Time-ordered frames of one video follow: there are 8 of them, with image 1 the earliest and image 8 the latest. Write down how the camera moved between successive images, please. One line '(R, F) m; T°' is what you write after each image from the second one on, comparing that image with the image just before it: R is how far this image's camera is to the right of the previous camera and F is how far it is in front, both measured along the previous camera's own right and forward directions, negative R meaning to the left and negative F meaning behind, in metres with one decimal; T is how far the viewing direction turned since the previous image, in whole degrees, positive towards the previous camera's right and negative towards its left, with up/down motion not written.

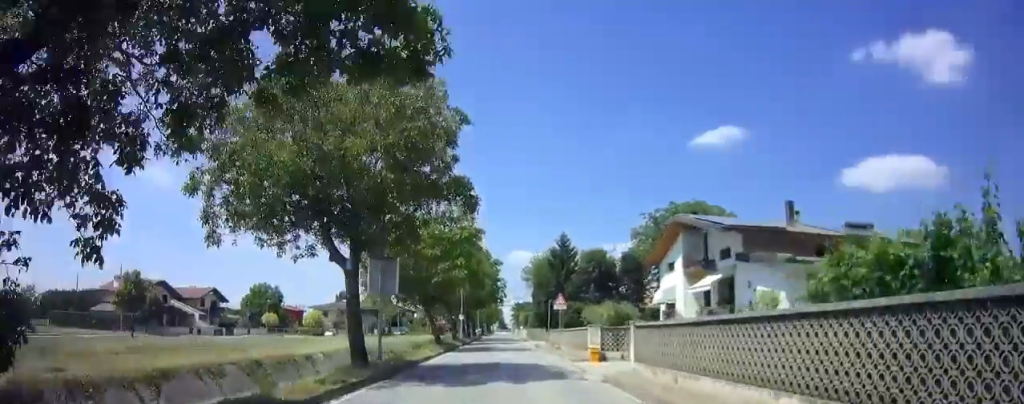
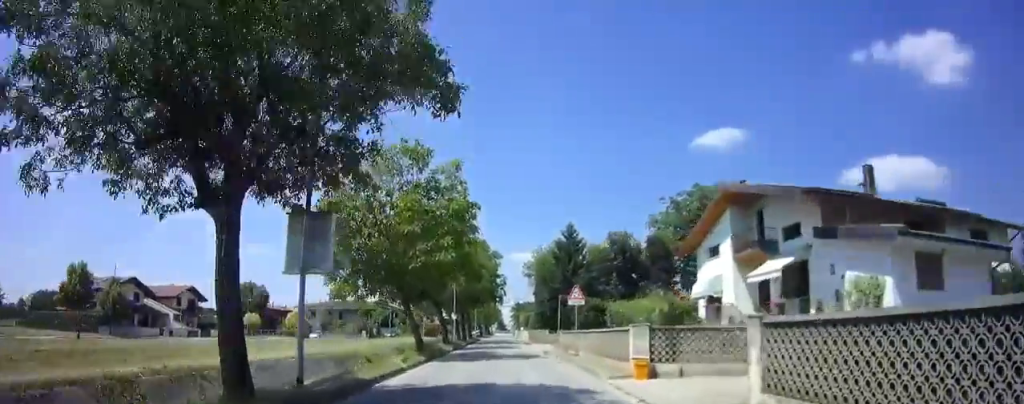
(-0.1, +6.9) m; 0°
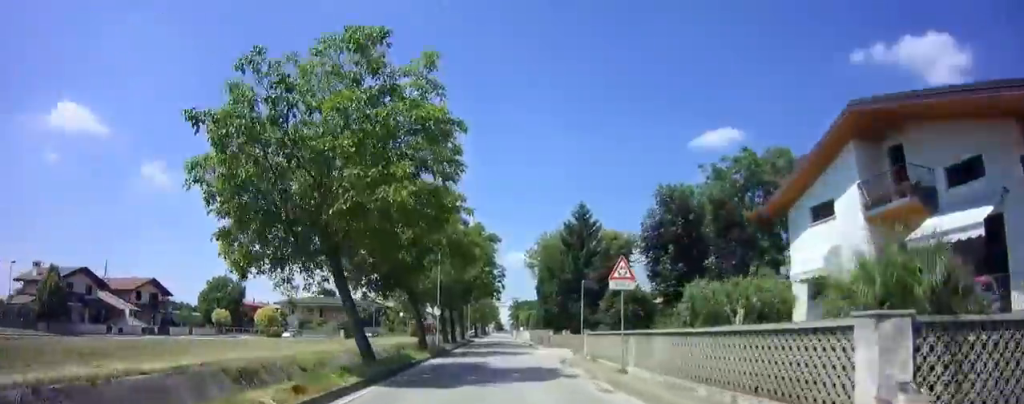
(+0.1, +10.6) m; +1°
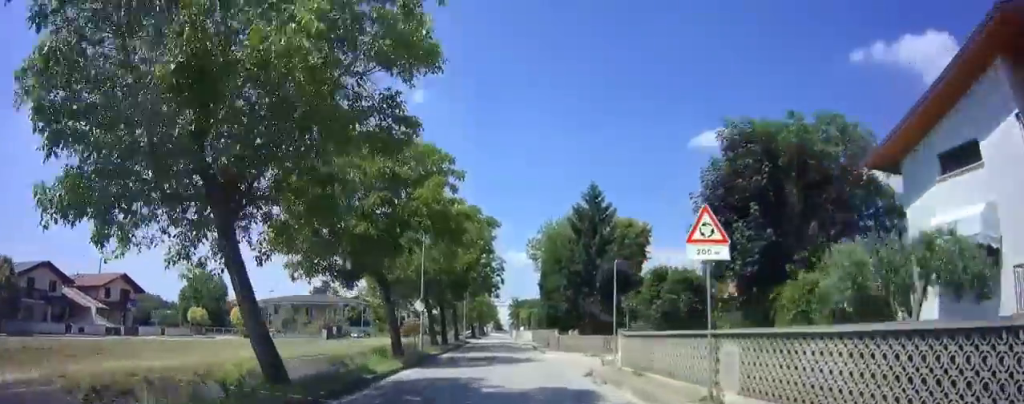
(+0.1, +6.2) m; 0°
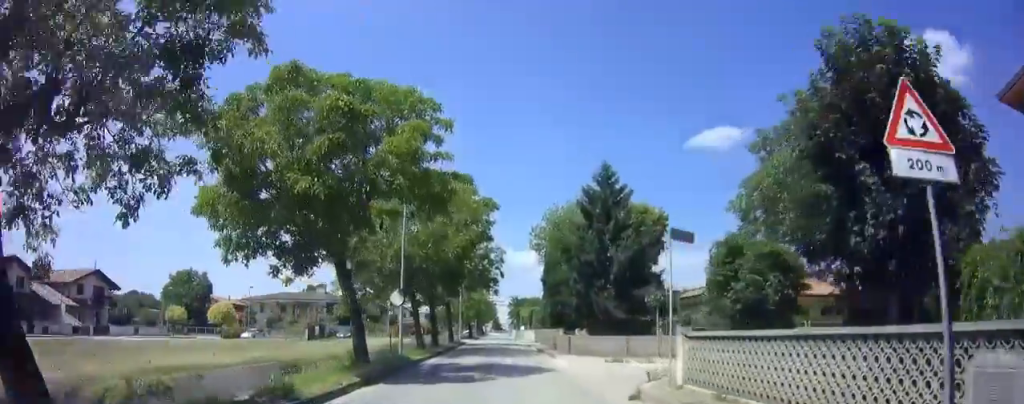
(0.0, +5.4) m; 0°
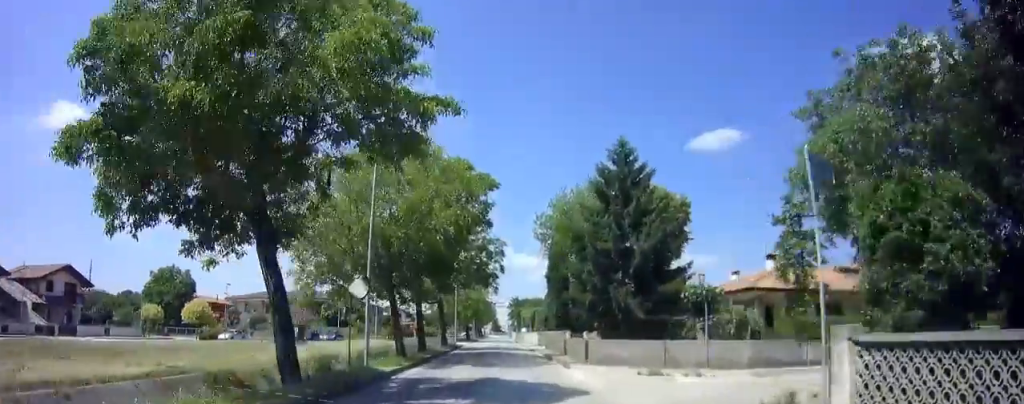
(0.0, +5.8) m; 0°
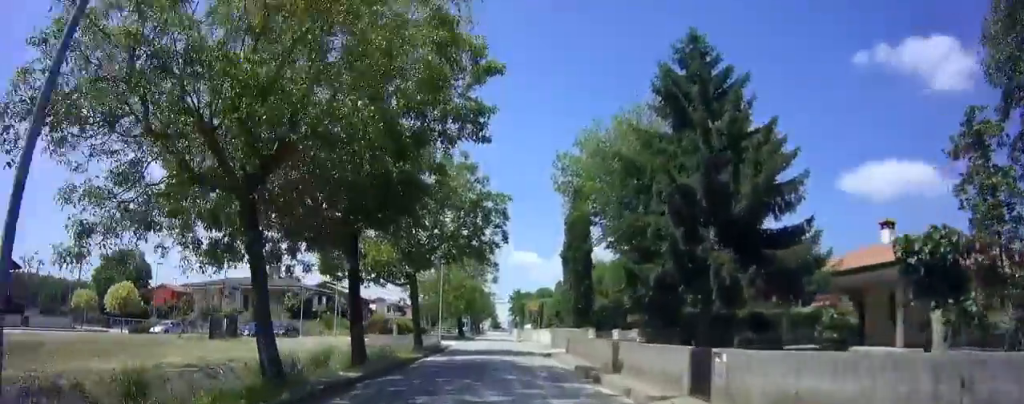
(0.0, +12.1) m; 0°
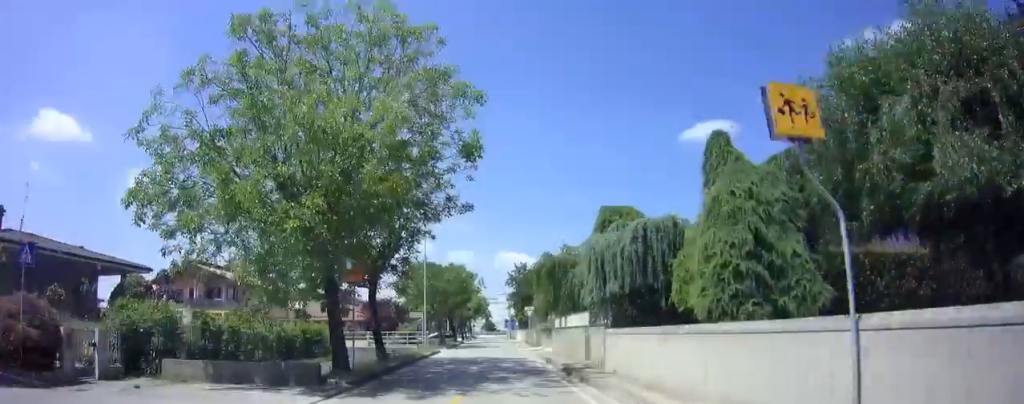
(-0.1, +42.3) m; 0°
